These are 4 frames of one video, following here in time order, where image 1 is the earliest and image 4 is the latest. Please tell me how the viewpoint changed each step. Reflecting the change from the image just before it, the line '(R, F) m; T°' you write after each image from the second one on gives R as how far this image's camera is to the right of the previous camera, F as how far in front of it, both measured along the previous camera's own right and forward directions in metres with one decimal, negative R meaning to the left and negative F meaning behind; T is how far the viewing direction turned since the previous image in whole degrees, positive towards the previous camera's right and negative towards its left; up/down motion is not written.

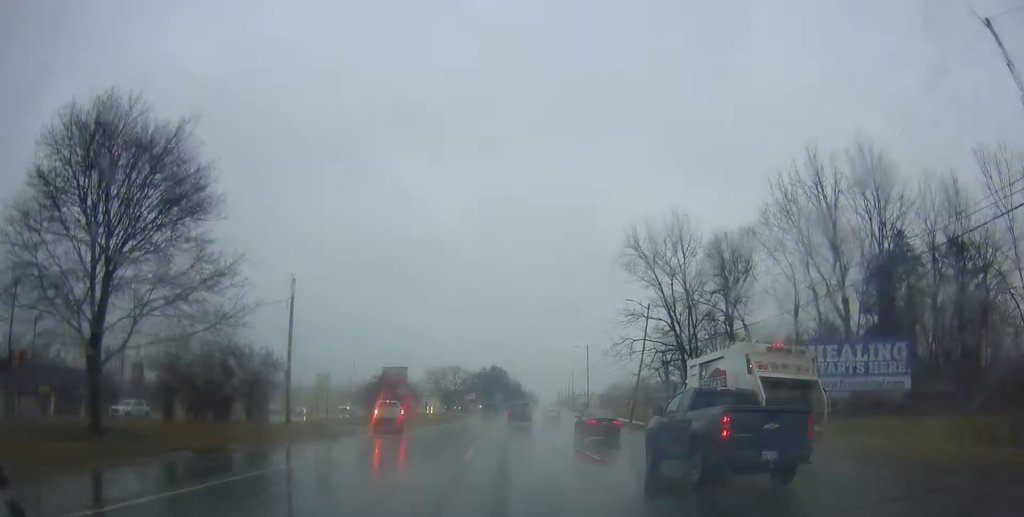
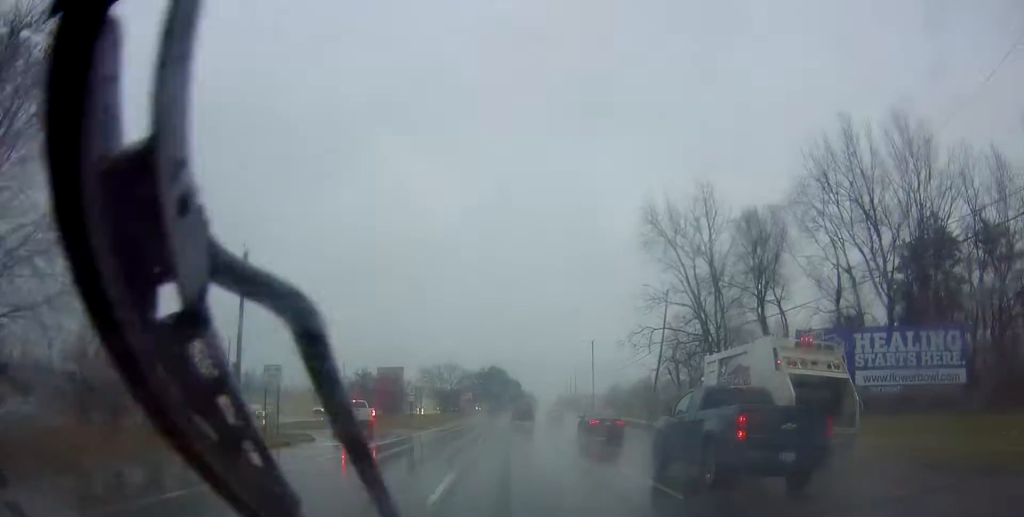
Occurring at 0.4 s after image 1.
(0.0, +7.7) m; 0°
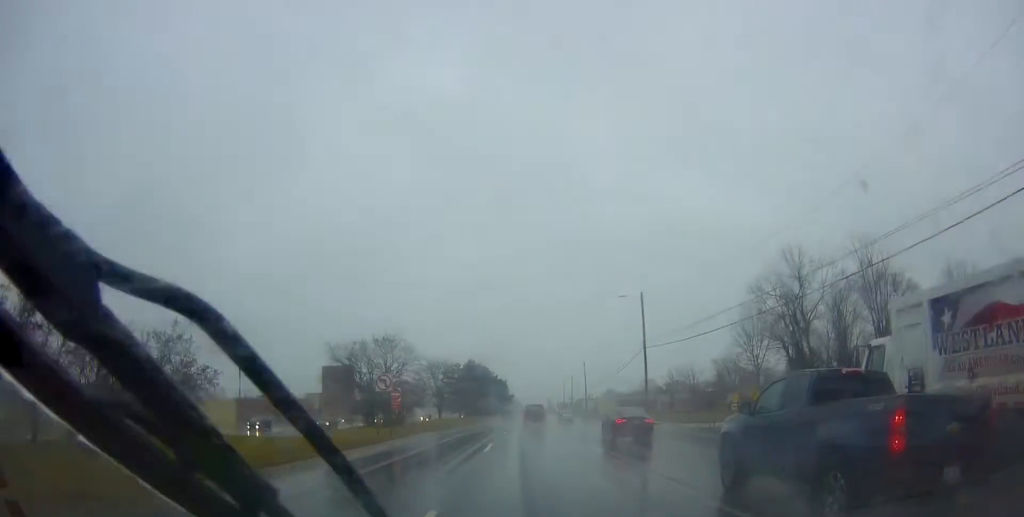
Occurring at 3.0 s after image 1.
(+1.0, +50.6) m; +1°
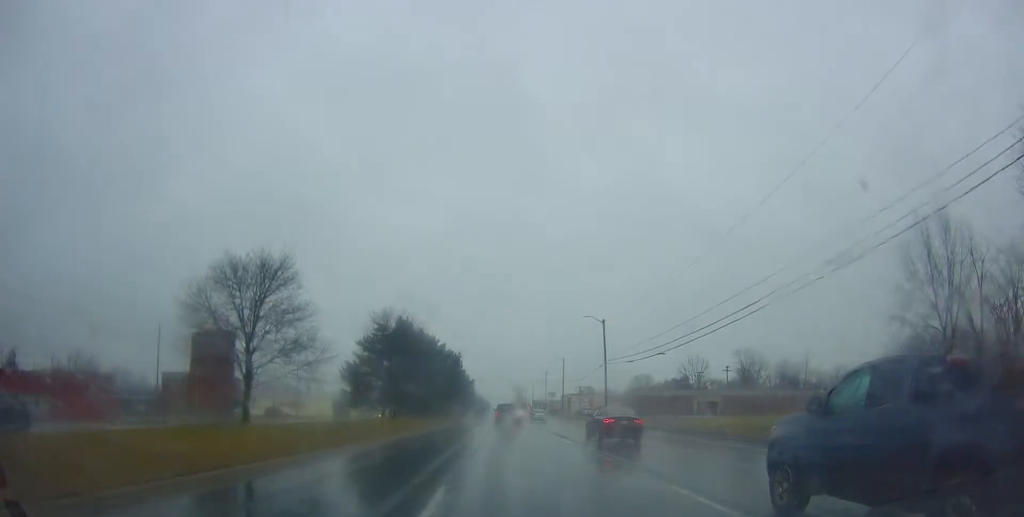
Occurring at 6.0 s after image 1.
(+0.9, +59.2) m; +4°
